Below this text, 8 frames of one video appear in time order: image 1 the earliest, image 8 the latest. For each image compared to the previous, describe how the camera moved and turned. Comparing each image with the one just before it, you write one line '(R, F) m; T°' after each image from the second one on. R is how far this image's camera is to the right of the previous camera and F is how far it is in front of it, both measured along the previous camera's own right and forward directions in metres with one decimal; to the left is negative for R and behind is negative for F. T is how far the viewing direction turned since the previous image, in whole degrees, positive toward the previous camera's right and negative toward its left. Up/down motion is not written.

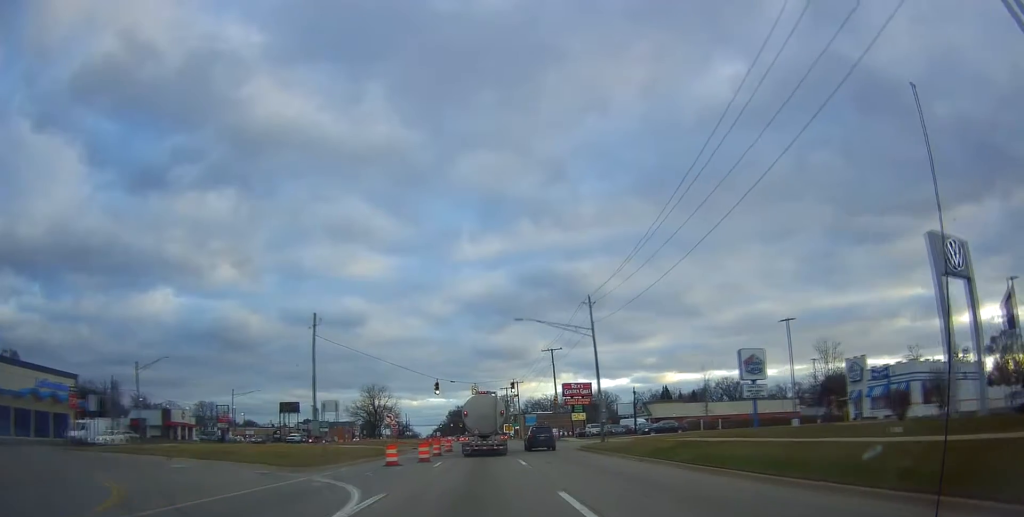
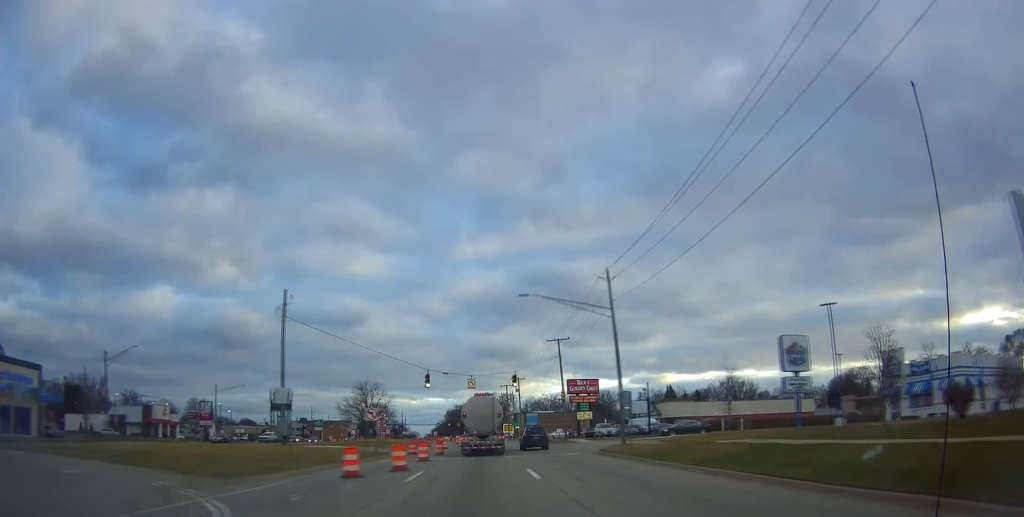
(-0.2, +7.1) m; -2°
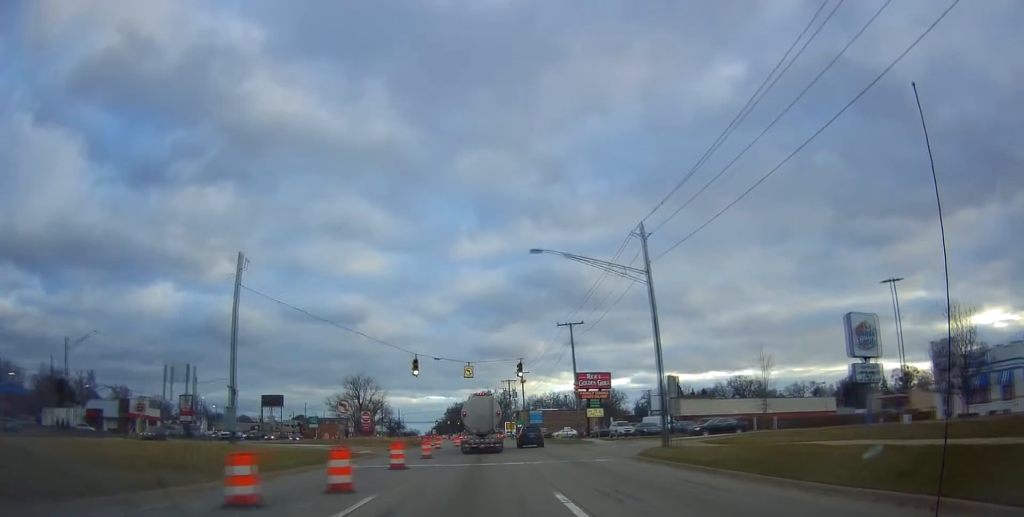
(-0.2, +8.1) m; -2°
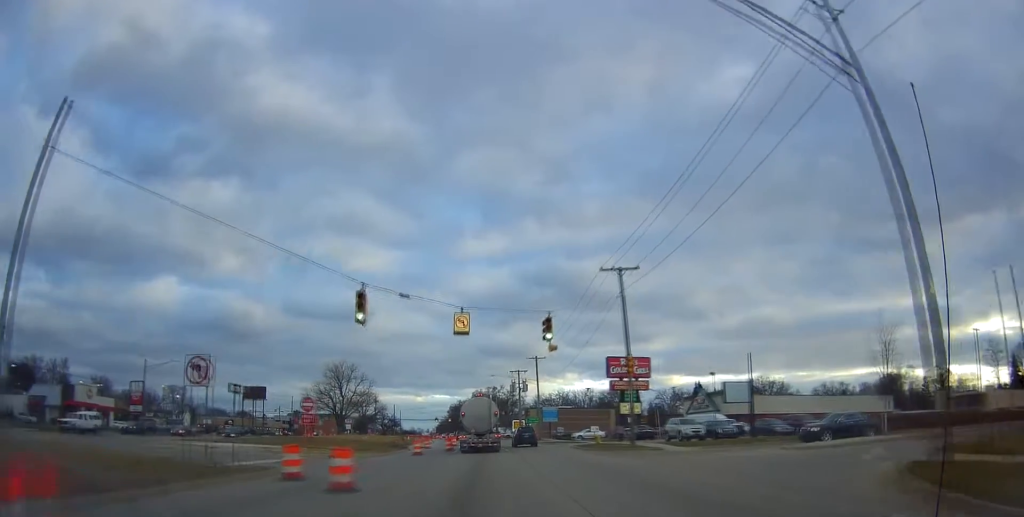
(+0.3, +17.7) m; +3°
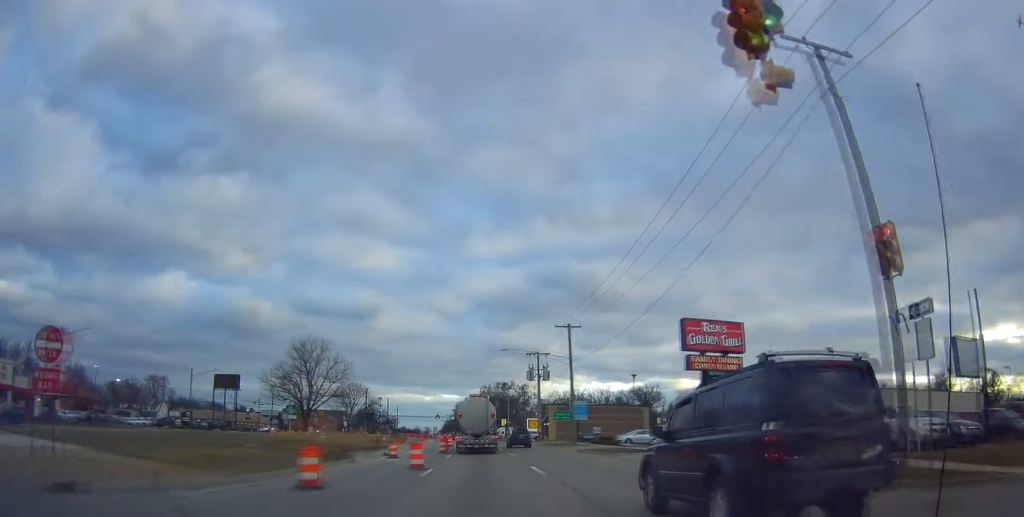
(-0.1, +22.4) m; -3°
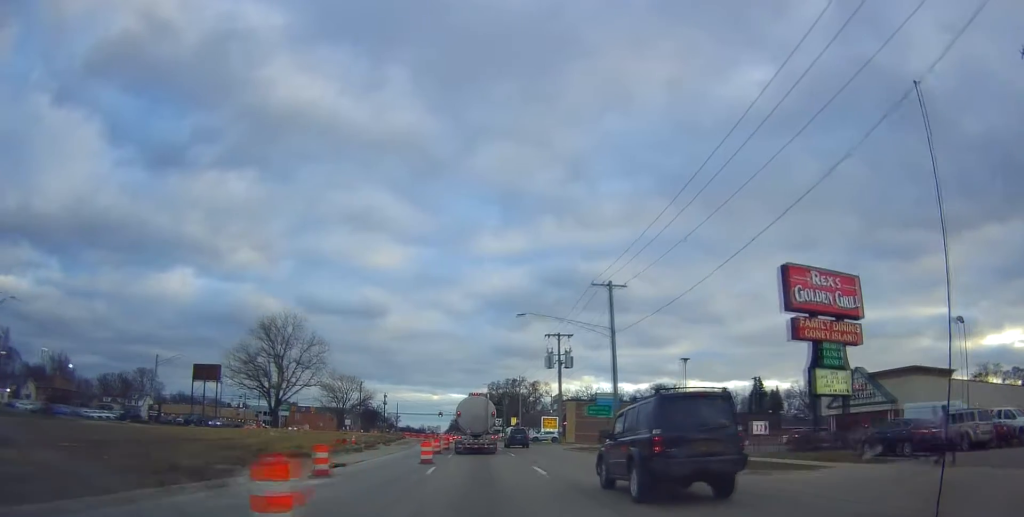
(-0.4, +14.5) m; 0°
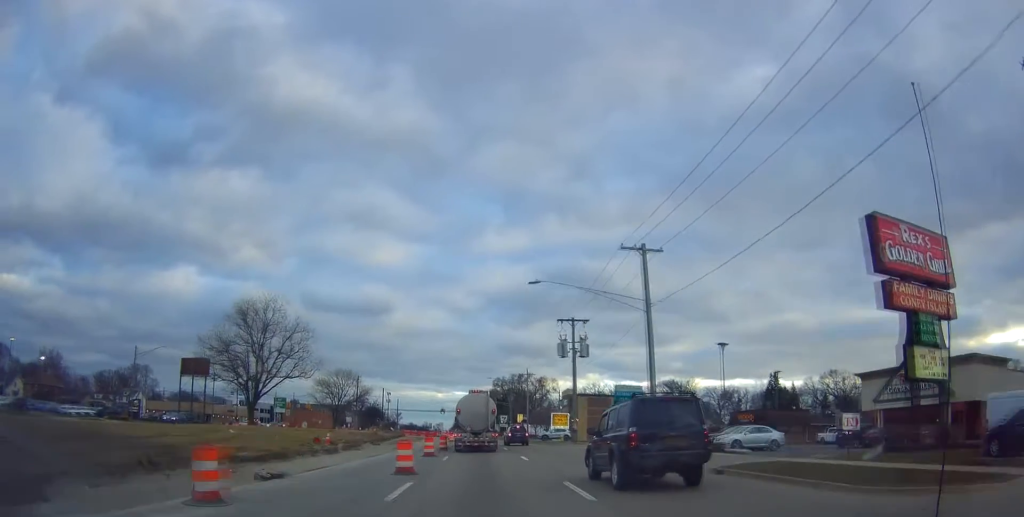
(+0.1, +7.4) m; +2°
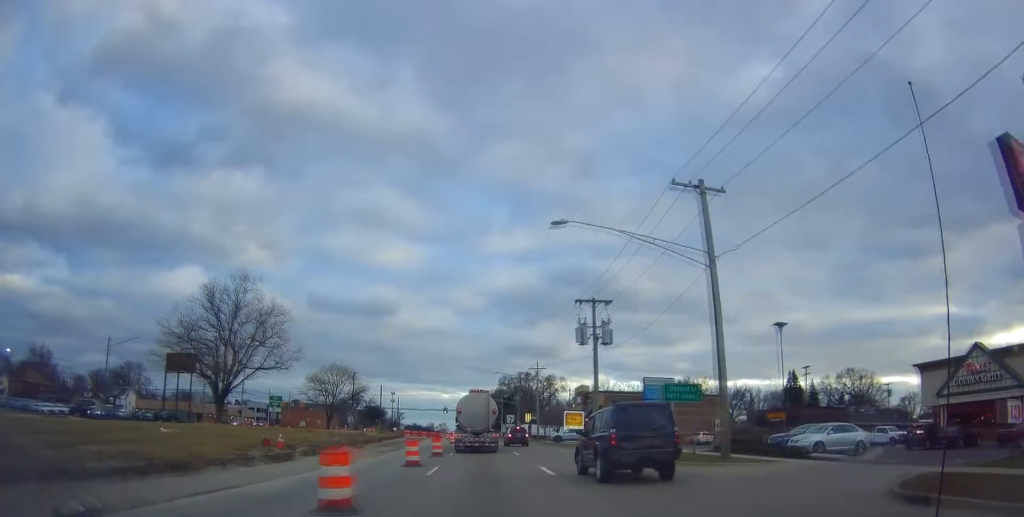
(+0.2, +8.4) m; 0°
